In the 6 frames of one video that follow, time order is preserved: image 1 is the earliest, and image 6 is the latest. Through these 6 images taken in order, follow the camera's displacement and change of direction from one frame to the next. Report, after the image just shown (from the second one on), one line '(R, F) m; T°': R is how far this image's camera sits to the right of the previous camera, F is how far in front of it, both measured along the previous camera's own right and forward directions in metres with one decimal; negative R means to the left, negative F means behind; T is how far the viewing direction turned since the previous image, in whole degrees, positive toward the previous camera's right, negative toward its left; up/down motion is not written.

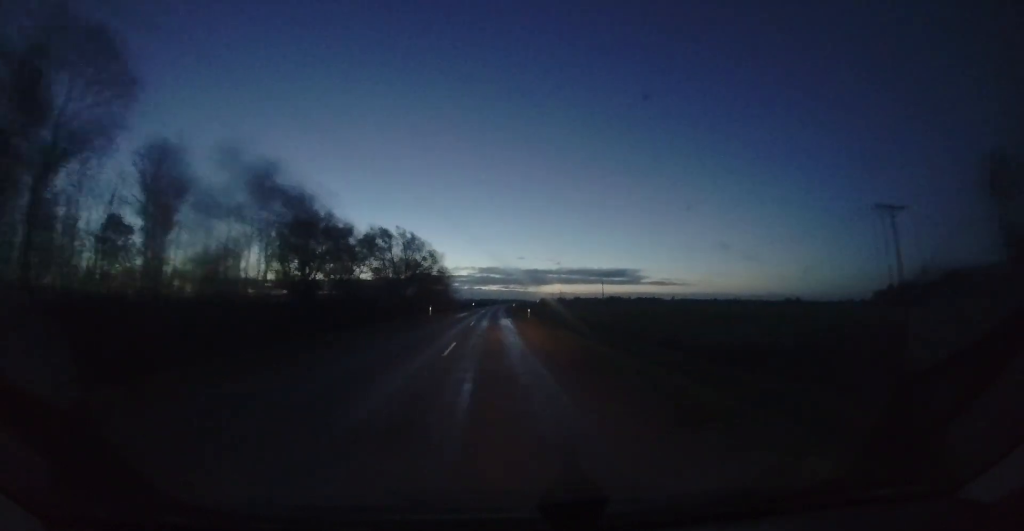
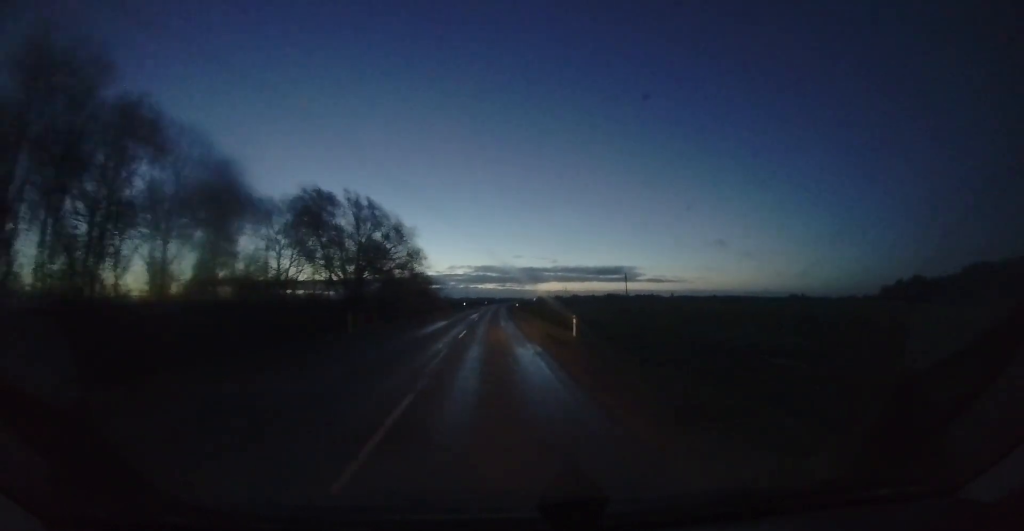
(+0.4, +18.9) m; 0°
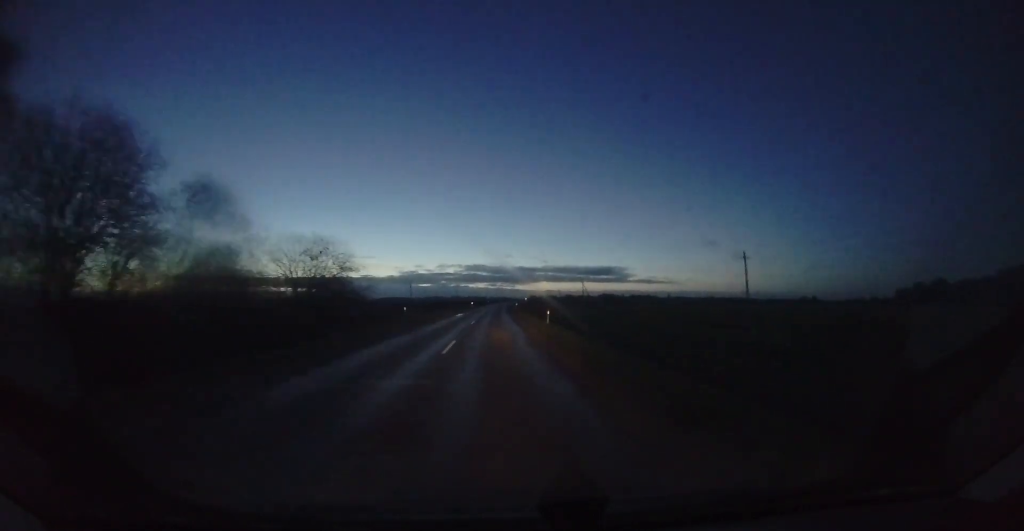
(+0.2, +40.4) m; +2°
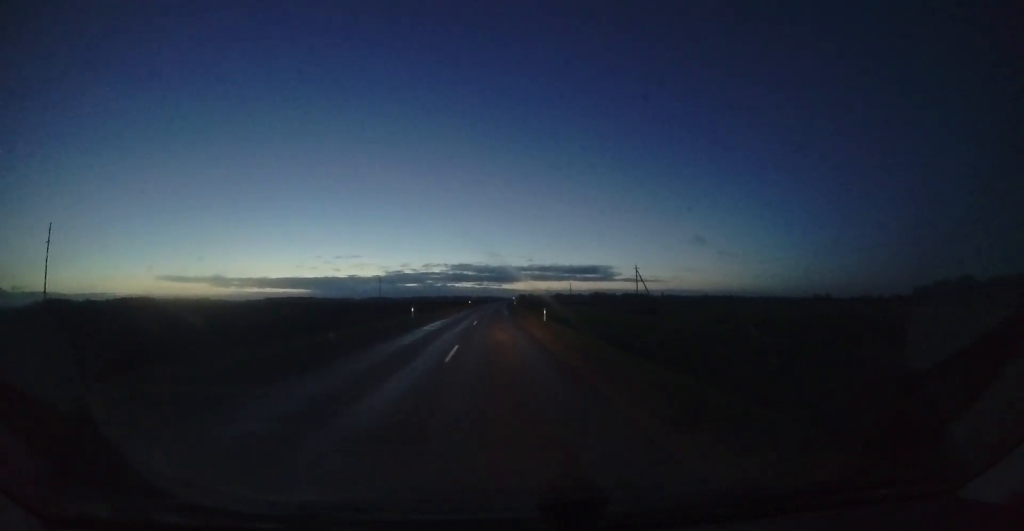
(+1.0, +48.4) m; +3°
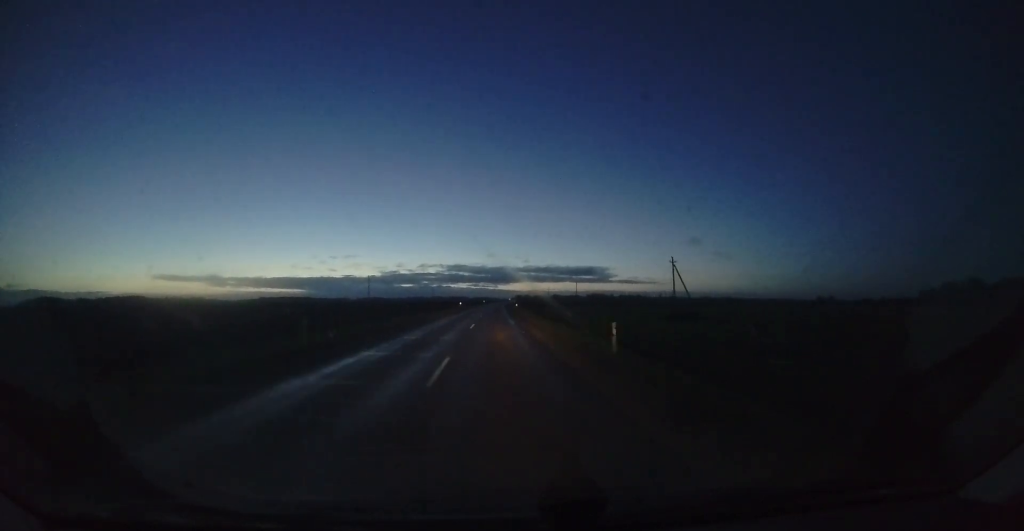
(+0.2, +14.4) m; +1°
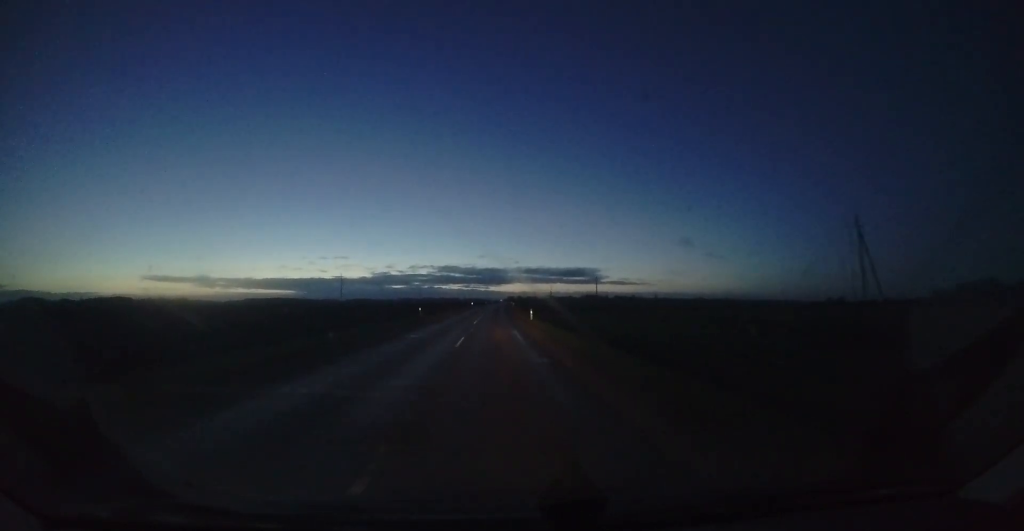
(+0.4, +30.2) m; +2°
